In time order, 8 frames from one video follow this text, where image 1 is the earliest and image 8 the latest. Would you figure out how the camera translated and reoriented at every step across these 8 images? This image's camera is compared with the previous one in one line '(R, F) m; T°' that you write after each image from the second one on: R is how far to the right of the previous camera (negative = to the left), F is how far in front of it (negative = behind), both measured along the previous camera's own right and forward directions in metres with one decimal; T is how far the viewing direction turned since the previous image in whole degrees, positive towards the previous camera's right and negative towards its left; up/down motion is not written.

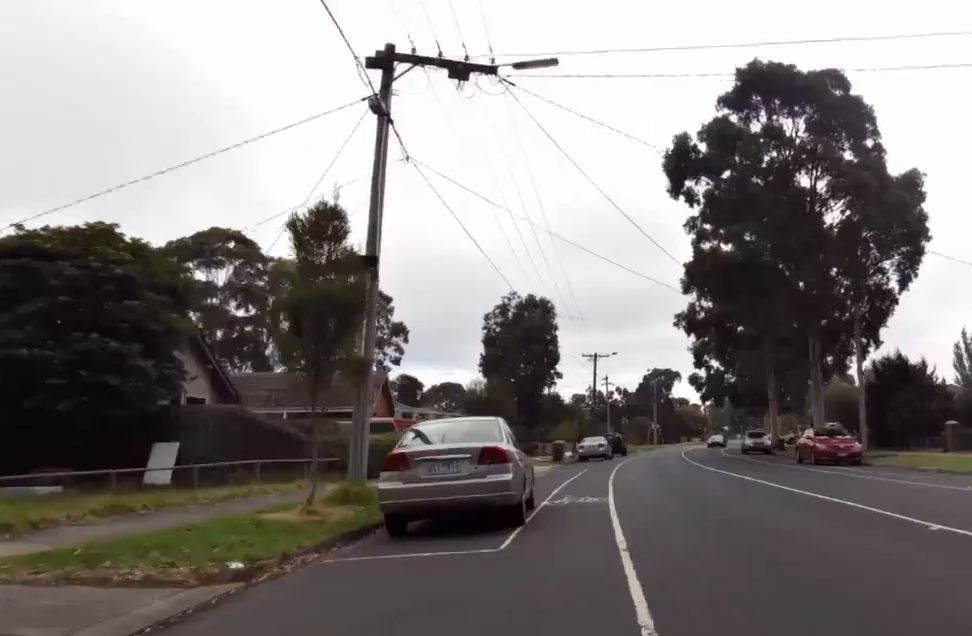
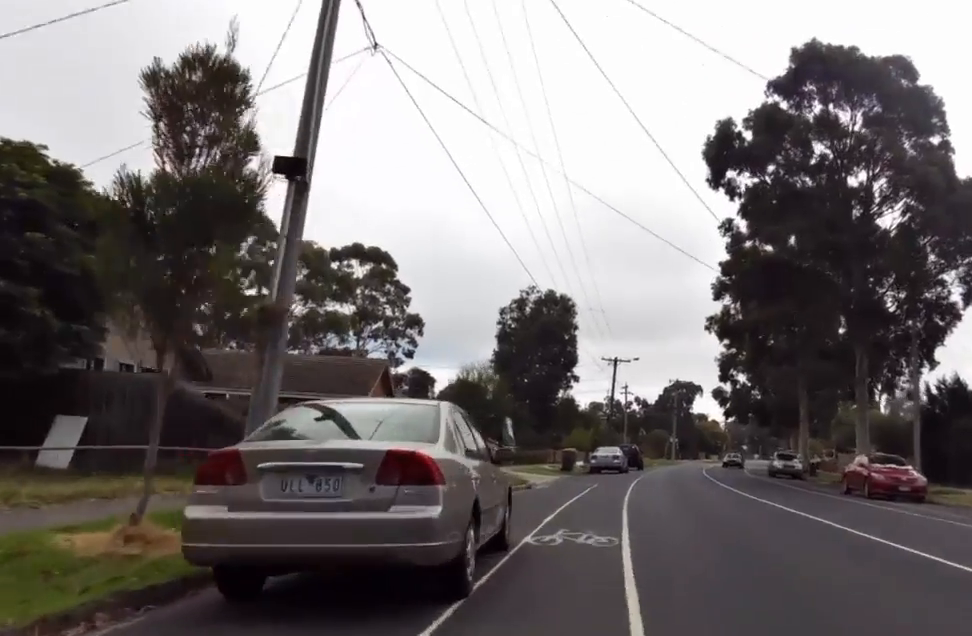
(+0.2, +4.3) m; +1°
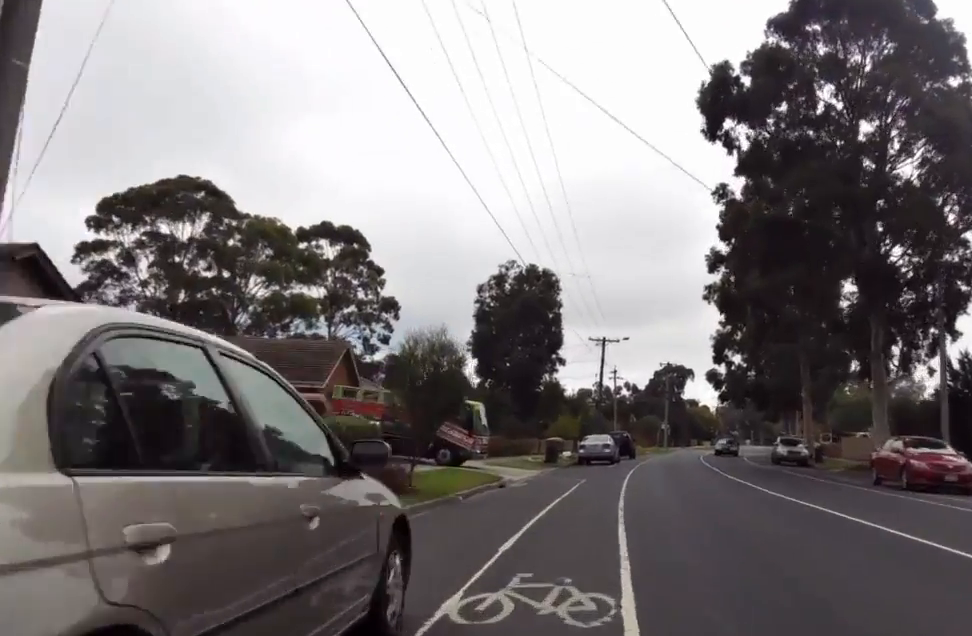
(+0.2, +4.0) m; 0°
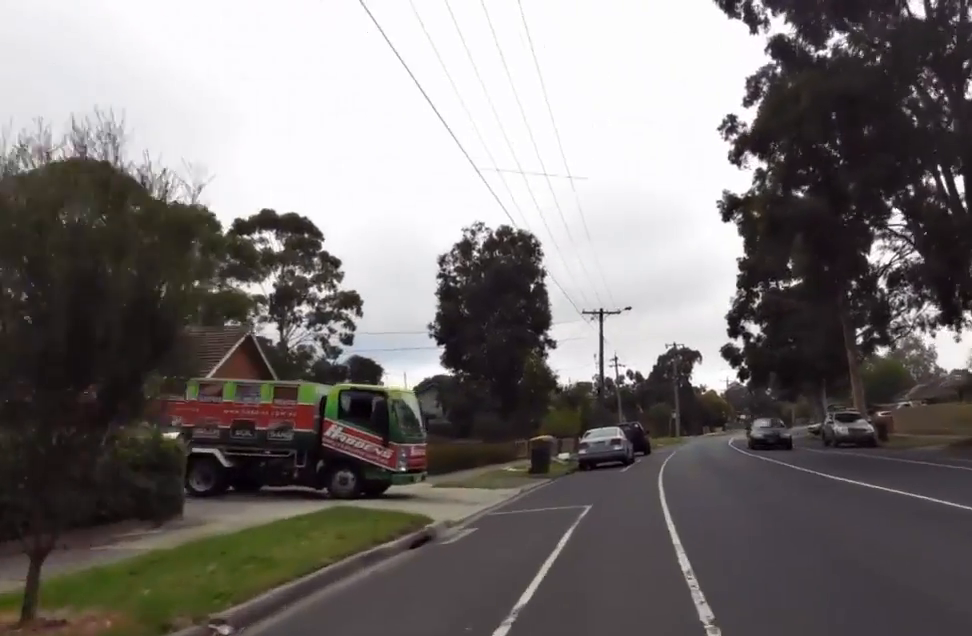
(-0.8, +9.7) m; -8°
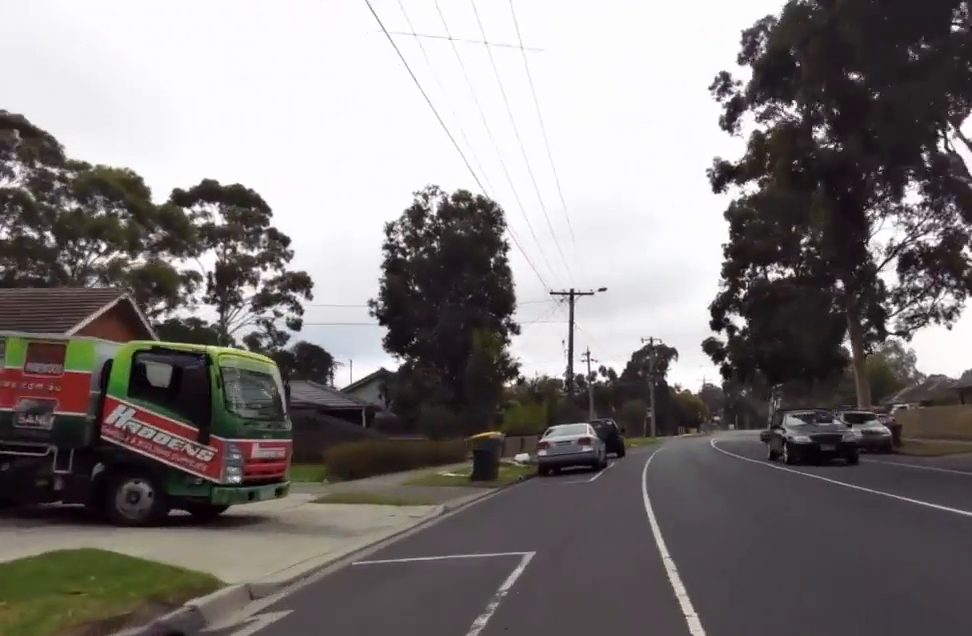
(-0.6, +5.1) m; +2°
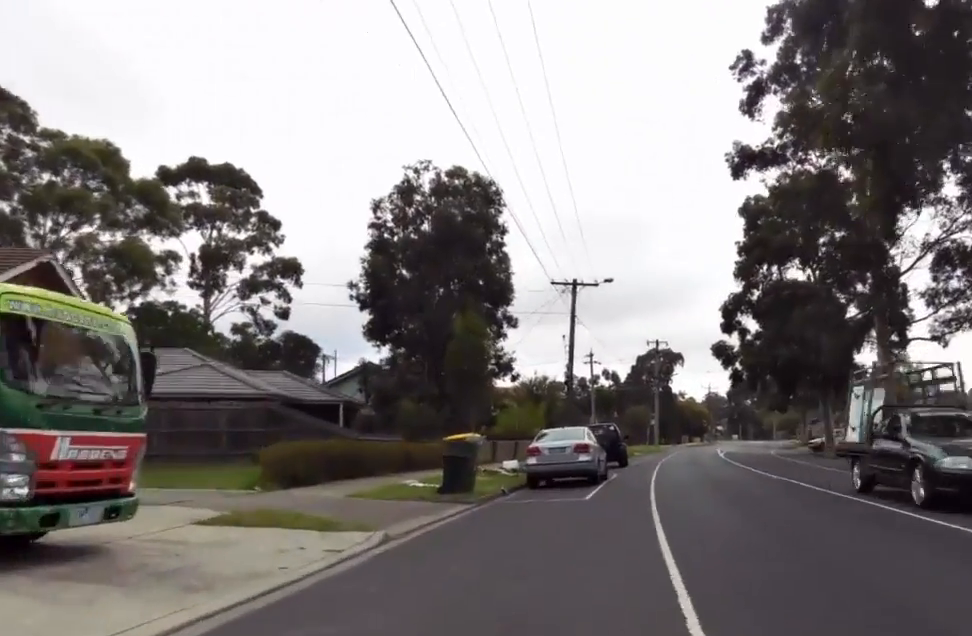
(+0.2, +3.1) m; +2°
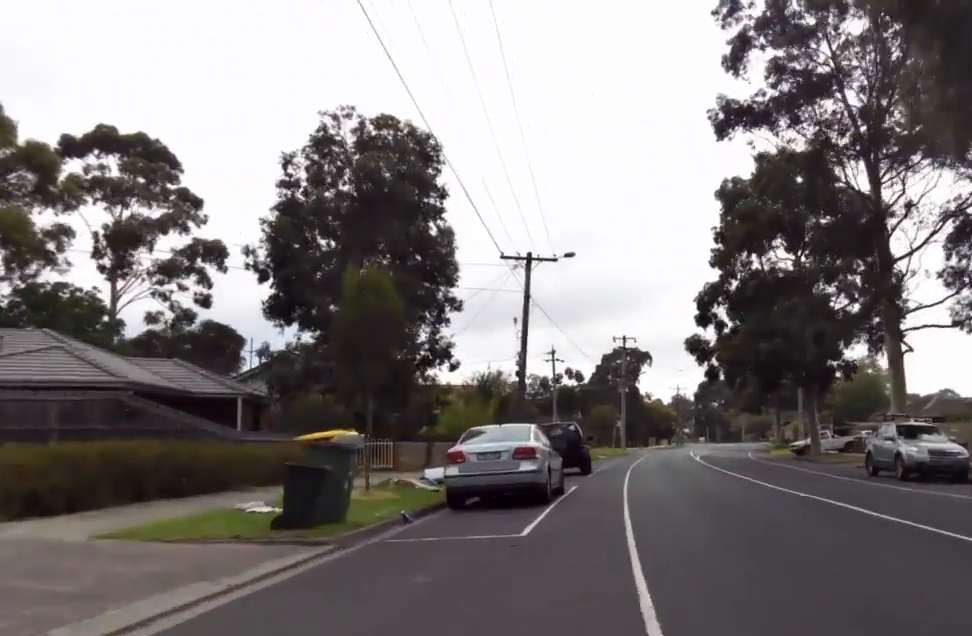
(+0.6, +5.1) m; +4°
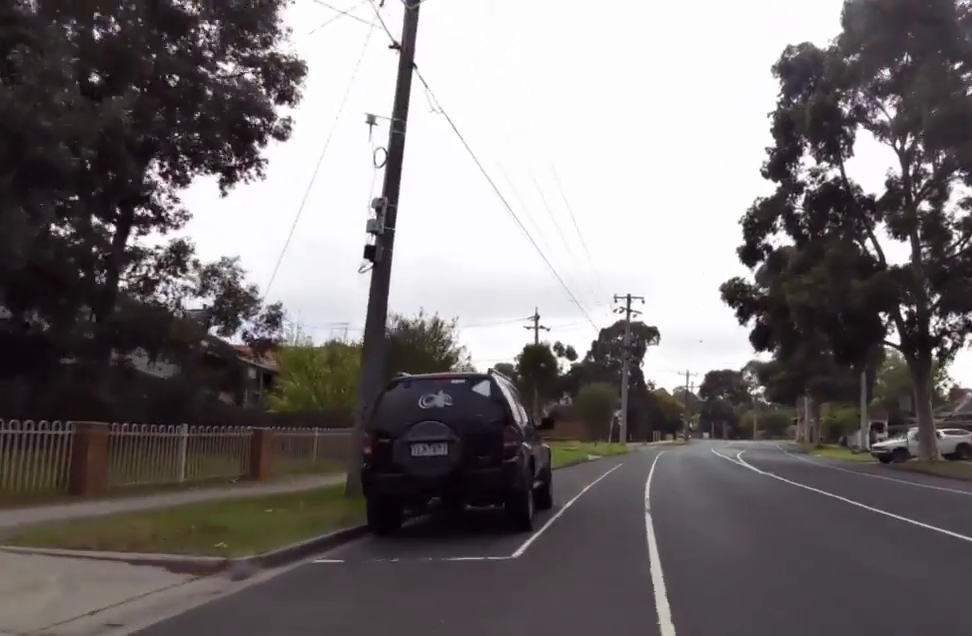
(+2.3, +16.1) m; +12°
